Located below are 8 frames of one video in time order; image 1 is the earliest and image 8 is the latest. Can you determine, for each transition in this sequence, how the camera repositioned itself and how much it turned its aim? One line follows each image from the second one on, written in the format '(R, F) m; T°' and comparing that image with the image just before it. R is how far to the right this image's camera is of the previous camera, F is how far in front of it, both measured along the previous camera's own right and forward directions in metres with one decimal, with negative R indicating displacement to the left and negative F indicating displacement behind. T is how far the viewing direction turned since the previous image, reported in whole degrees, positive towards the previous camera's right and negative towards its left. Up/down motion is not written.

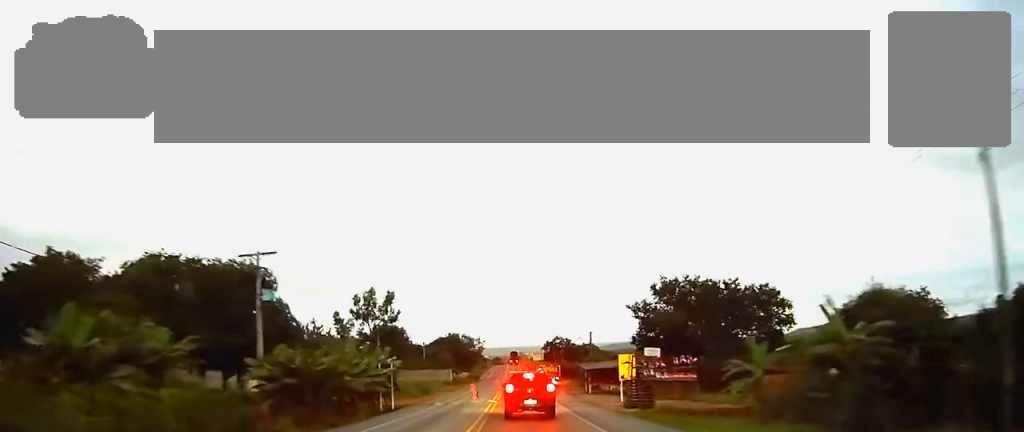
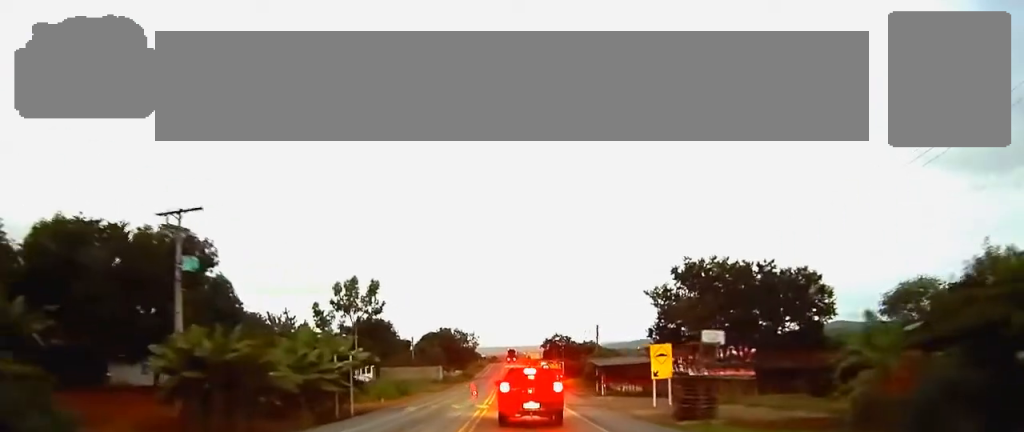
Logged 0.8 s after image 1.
(0.0, +9.8) m; 0°
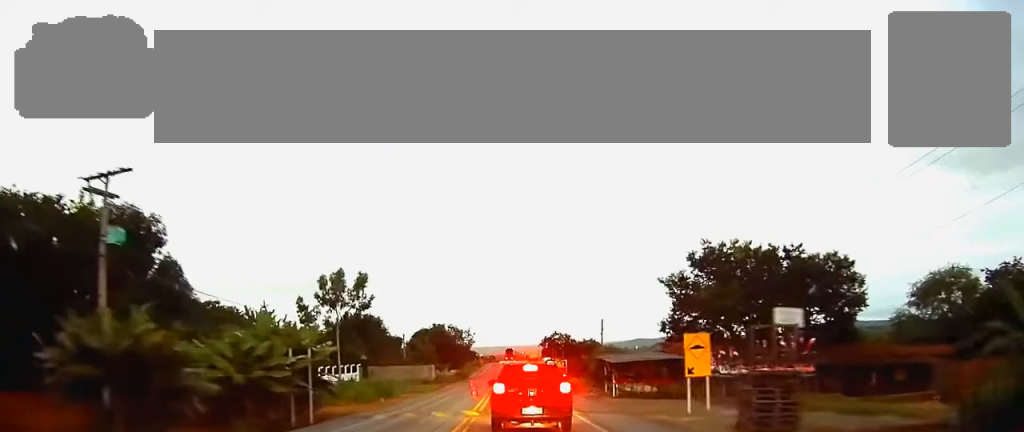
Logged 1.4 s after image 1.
(0.0, +6.3) m; 0°
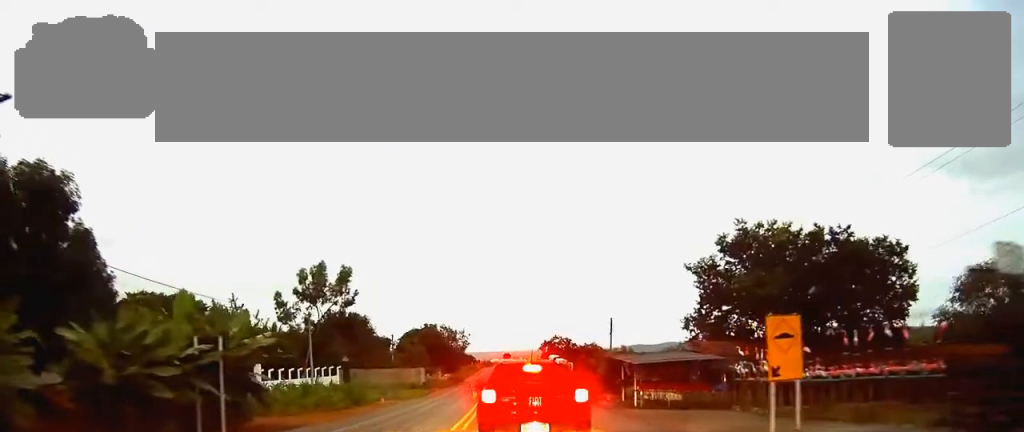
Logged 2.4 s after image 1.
(0.0, +7.7) m; +2°
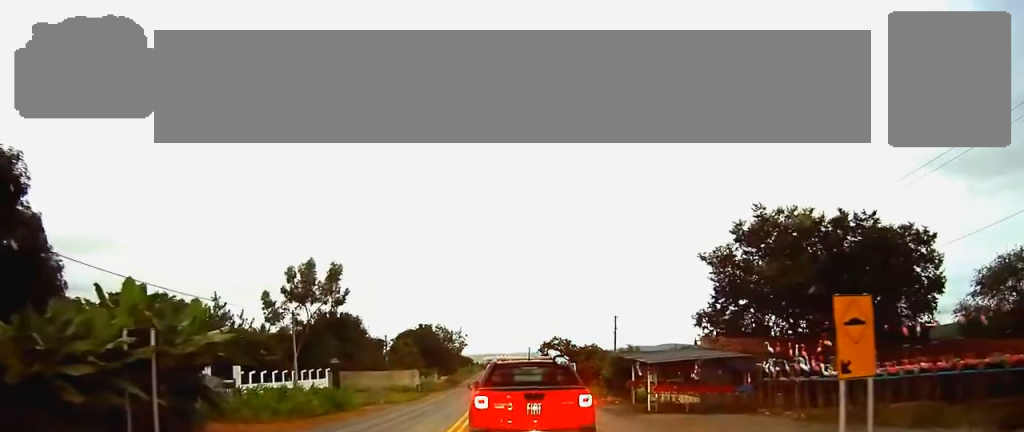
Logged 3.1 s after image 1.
(+0.1, +3.6) m; +1°
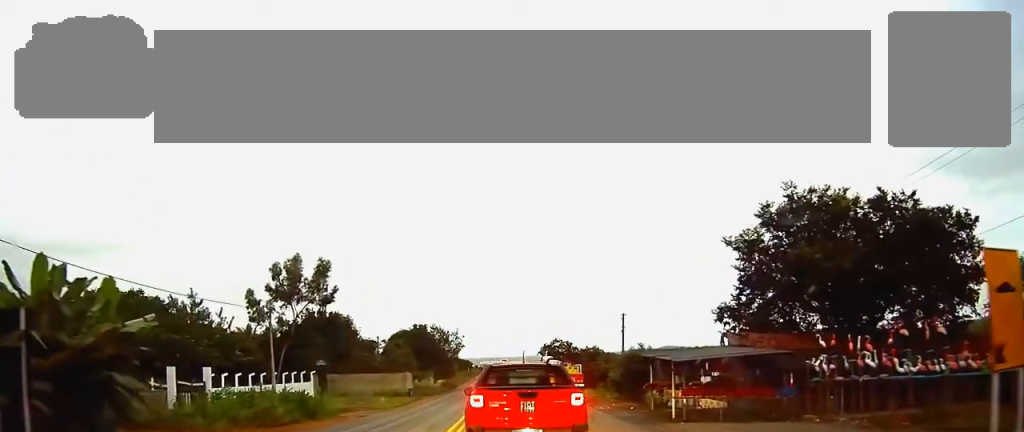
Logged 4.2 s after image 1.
(0.0, +5.1) m; -1°
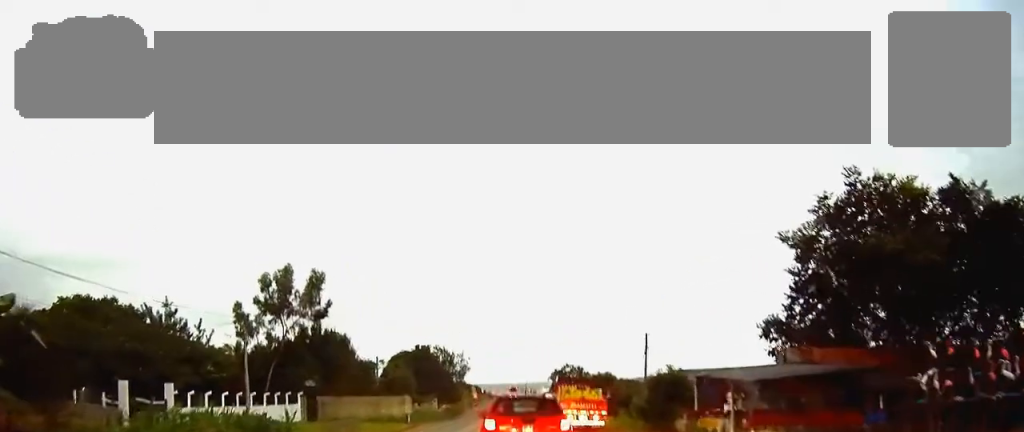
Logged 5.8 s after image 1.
(-0.1, +5.9) m; -2°
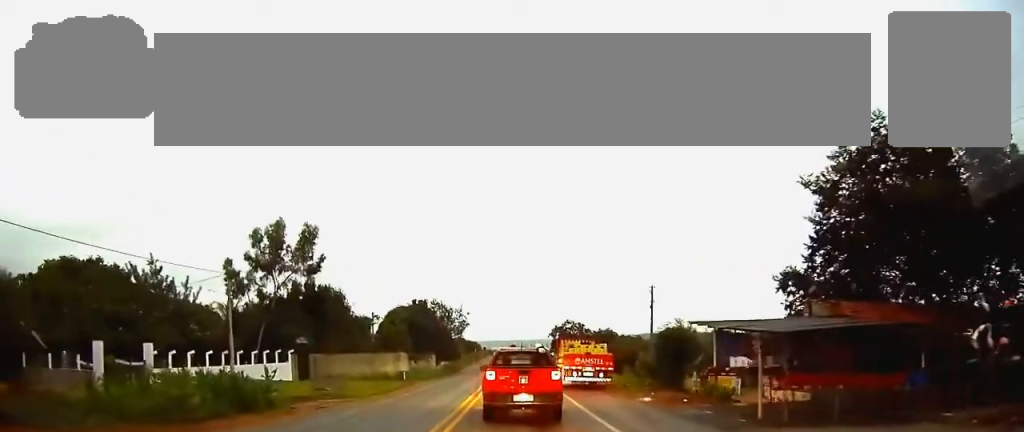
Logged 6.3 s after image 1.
(0.0, +2.2) m; -1°
